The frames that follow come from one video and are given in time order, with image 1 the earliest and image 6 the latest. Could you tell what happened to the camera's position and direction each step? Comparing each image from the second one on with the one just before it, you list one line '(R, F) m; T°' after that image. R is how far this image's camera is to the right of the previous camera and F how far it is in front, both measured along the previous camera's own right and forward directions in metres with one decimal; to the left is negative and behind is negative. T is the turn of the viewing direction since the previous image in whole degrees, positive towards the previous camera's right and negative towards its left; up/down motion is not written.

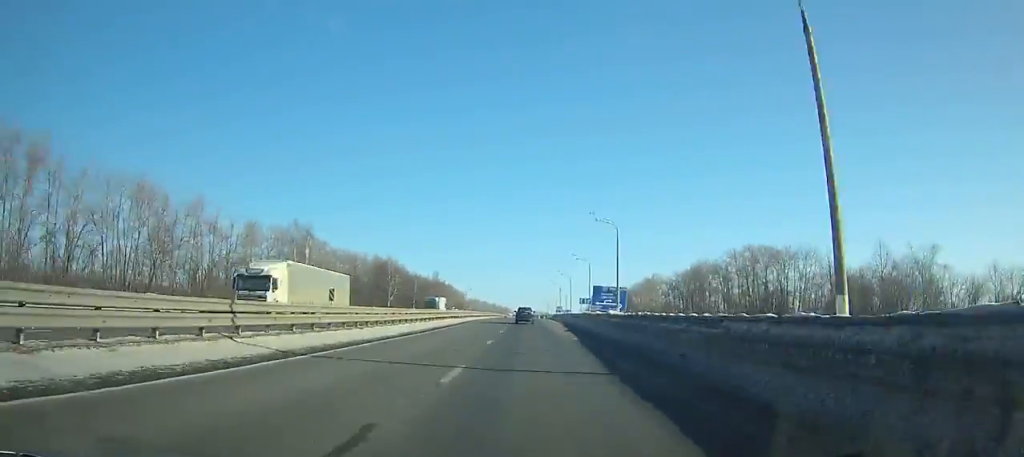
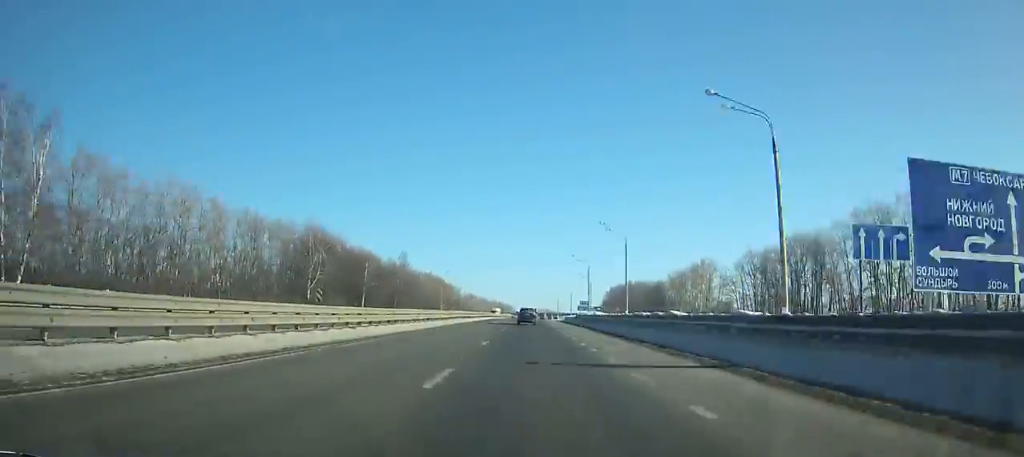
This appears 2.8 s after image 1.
(+0.2, +73.6) m; 0°
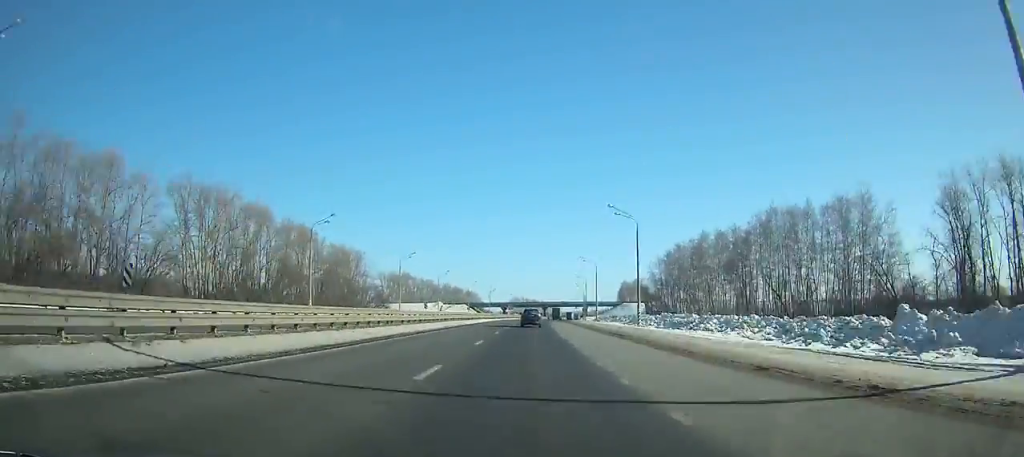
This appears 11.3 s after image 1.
(+2.0, +225.4) m; +2°
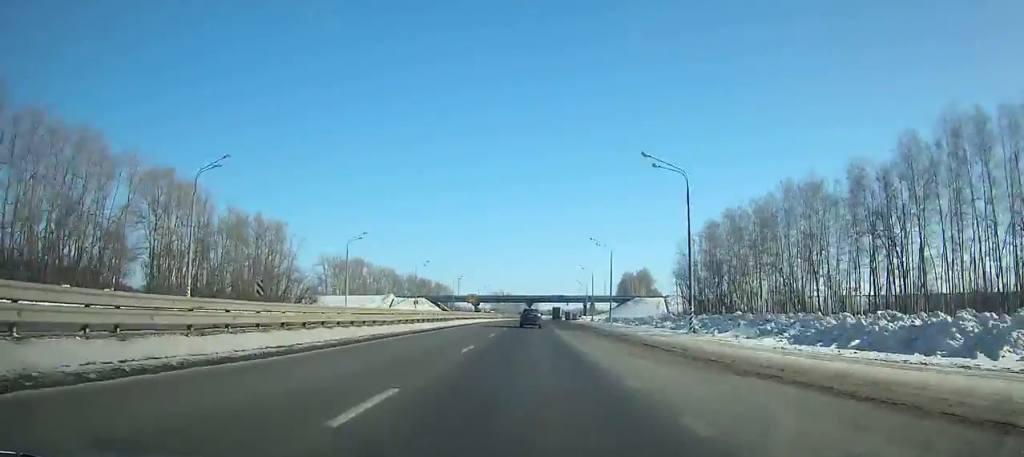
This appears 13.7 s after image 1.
(+0.9, +64.2) m; +2°
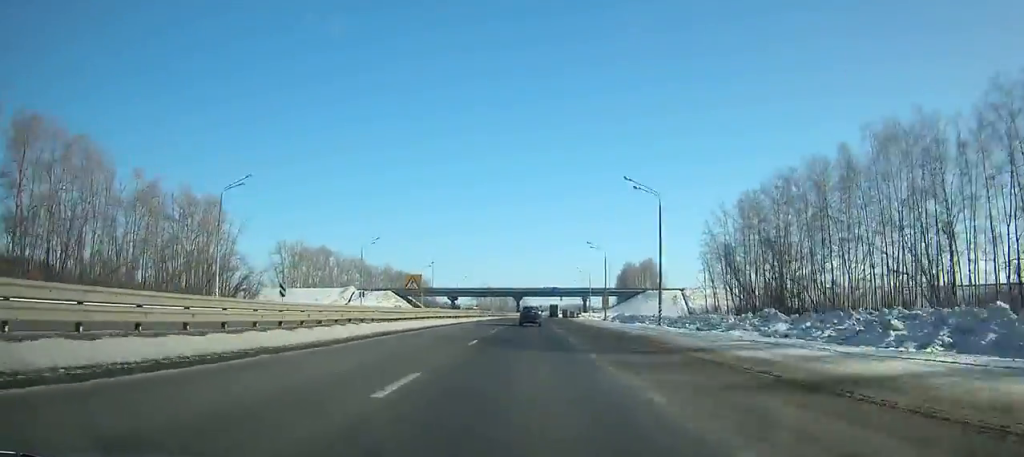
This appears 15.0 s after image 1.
(+0.5, +34.5) m; +1°
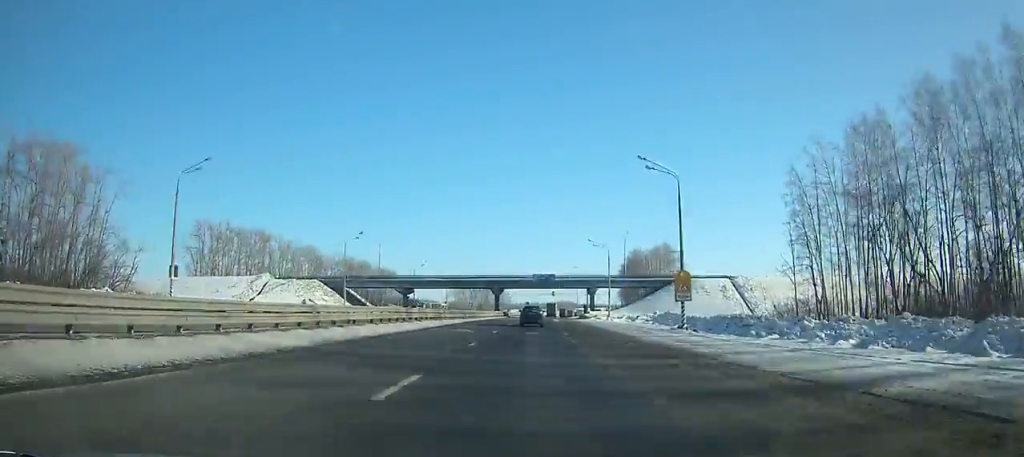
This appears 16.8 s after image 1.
(+0.2, +47.7) m; +1°
